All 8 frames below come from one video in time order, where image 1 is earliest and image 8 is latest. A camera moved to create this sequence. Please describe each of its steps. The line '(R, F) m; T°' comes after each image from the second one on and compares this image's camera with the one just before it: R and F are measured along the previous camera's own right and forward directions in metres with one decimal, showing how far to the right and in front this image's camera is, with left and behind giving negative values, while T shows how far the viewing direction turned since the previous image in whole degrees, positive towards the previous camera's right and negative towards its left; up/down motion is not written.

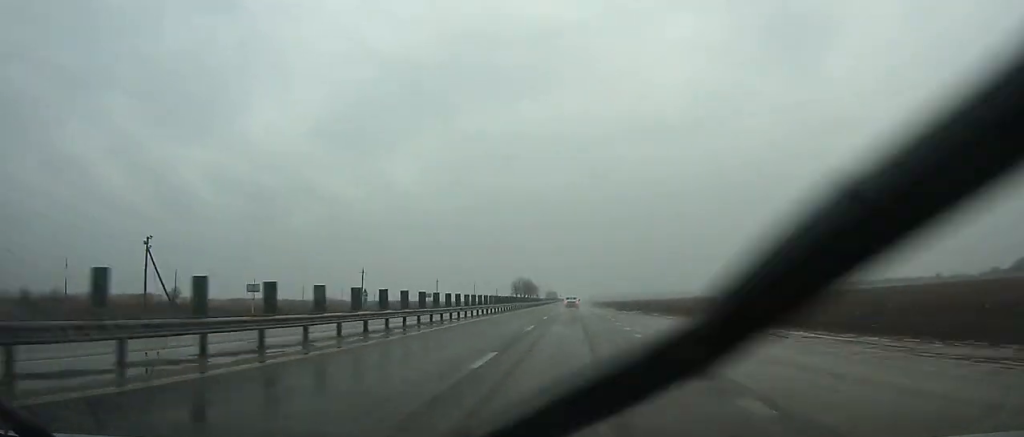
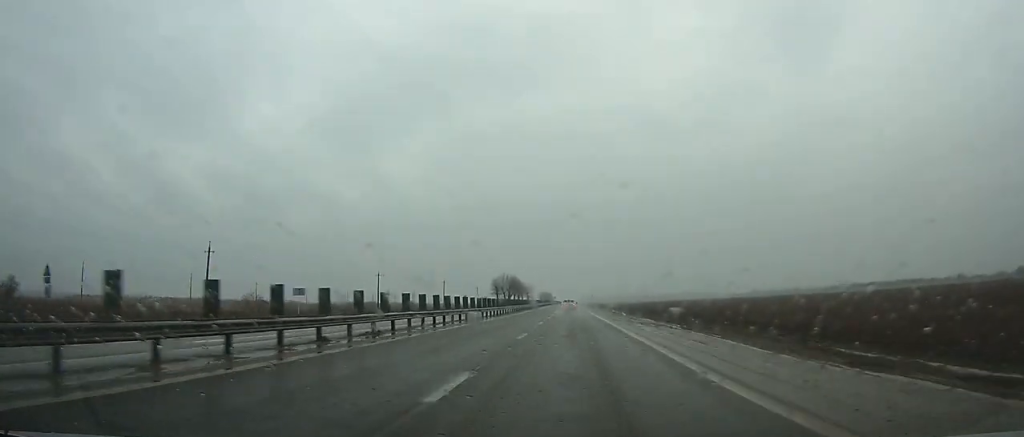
(0.0, +50.7) m; 0°
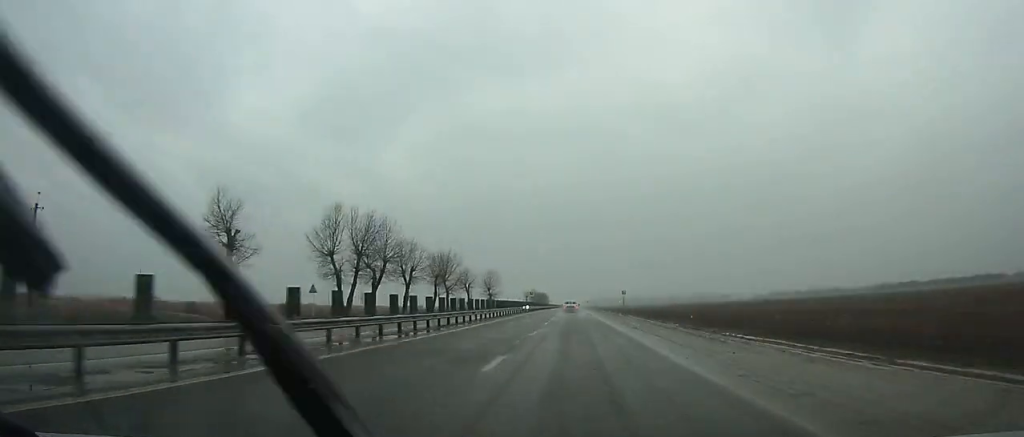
(+0.2, +152.0) m; 0°
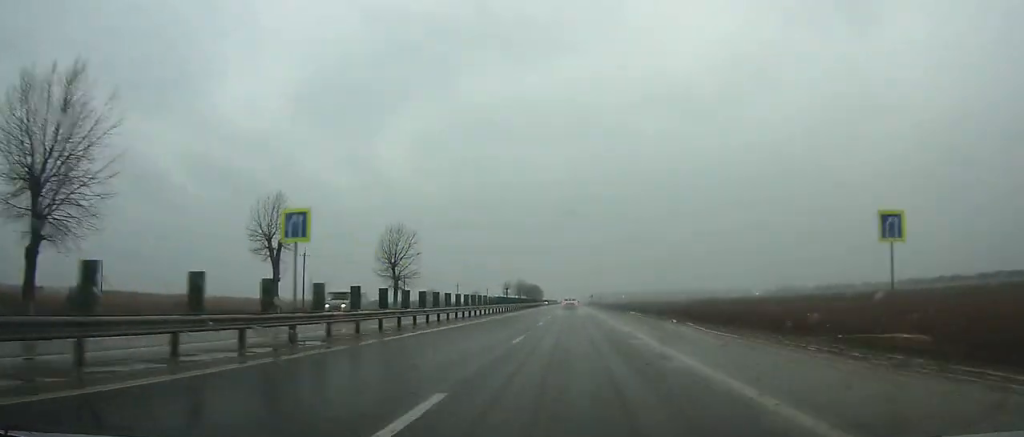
(+0.4, +90.5) m; 0°
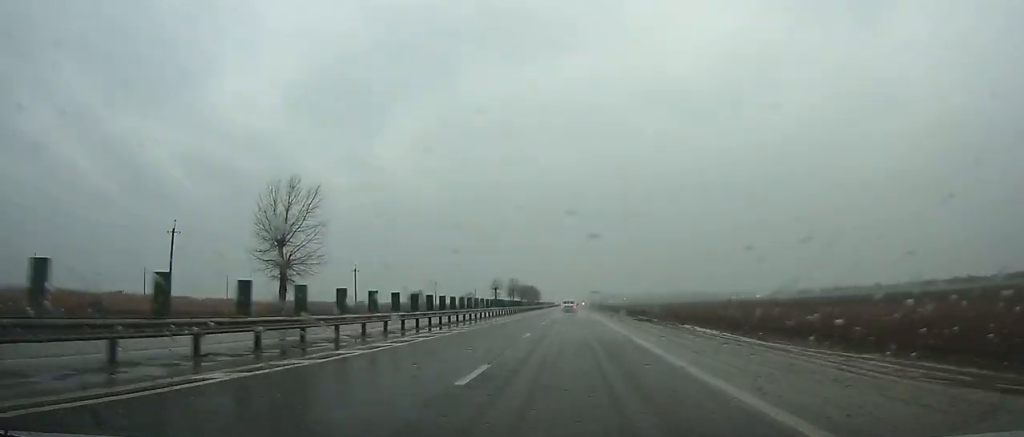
(-0.1, +31.9) m; 0°
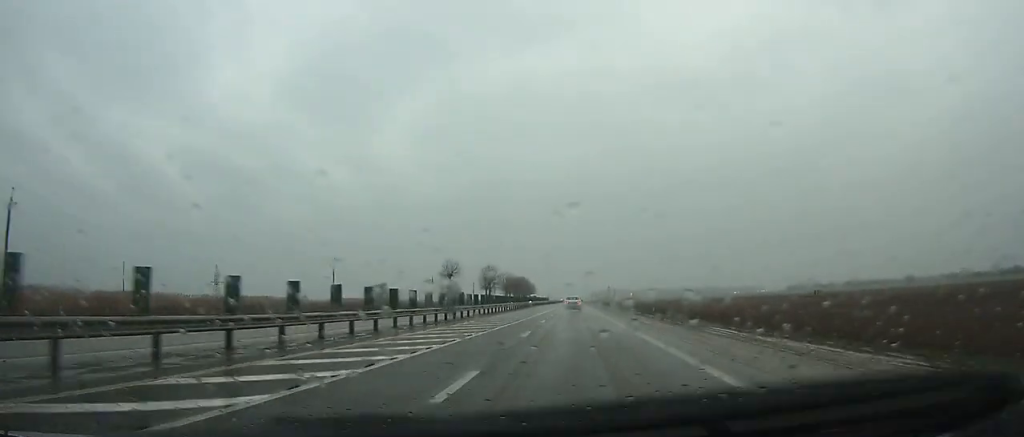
(-0.2, +72.8) m; 0°
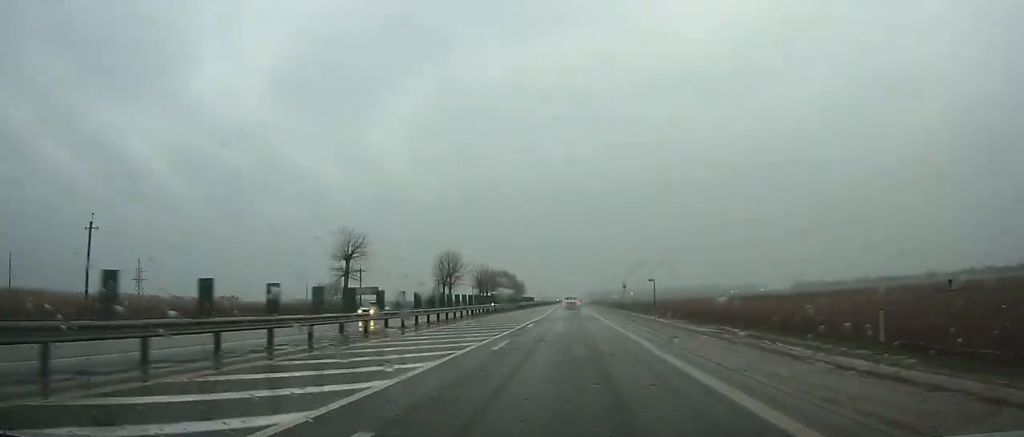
(+0.1, +52.4) m; 0°
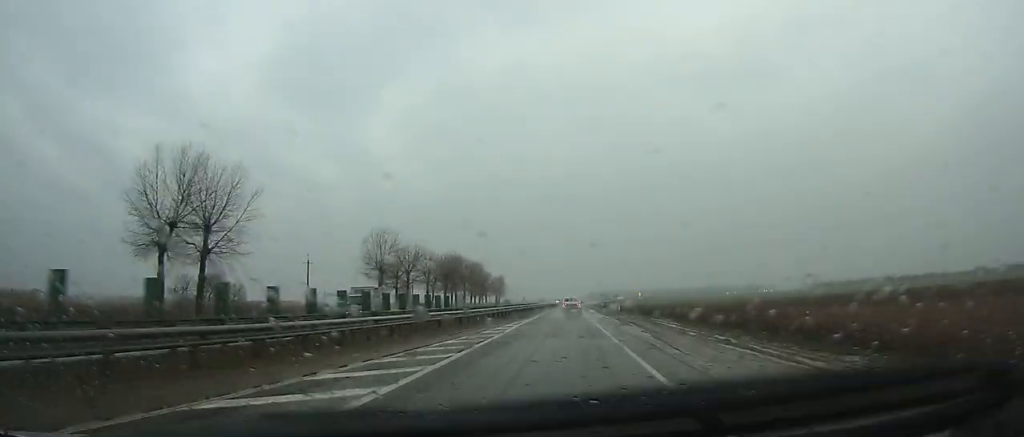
(+0.4, +83.2) m; 0°
